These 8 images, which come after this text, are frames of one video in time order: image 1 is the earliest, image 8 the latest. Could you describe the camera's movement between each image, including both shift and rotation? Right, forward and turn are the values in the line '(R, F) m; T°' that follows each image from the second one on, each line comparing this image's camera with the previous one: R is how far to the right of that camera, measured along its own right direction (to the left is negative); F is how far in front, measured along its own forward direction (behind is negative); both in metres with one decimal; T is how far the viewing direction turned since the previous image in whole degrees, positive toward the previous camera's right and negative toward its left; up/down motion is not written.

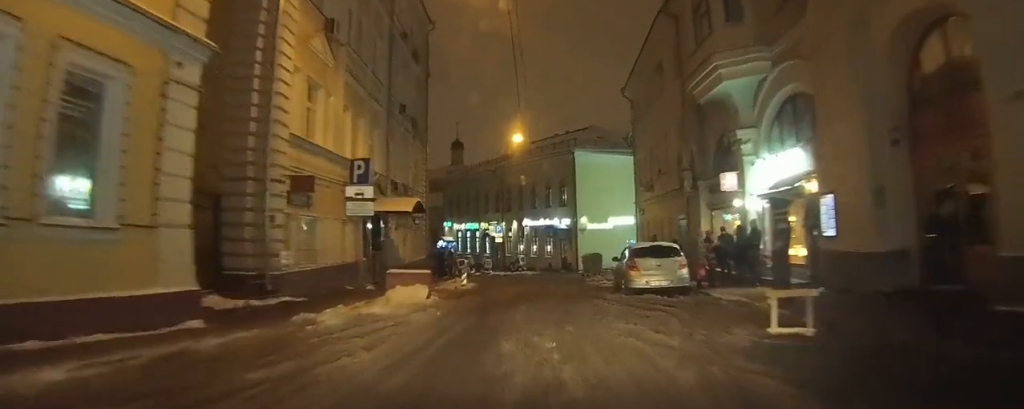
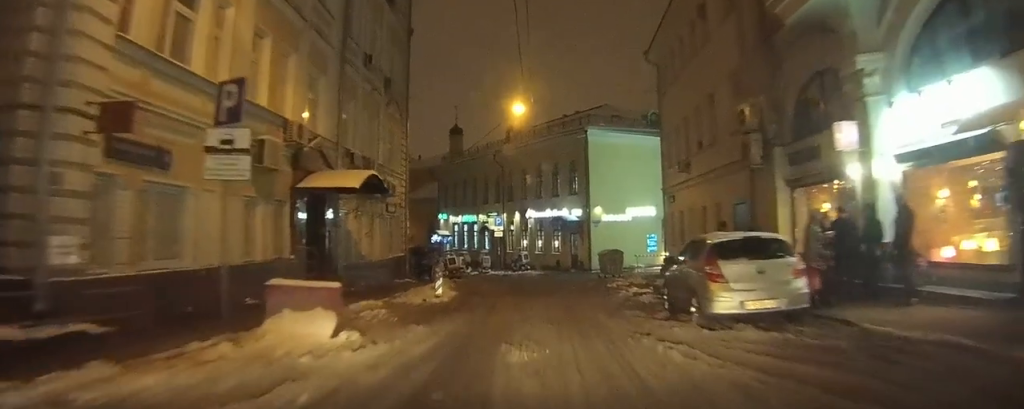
(+0.5, +11.1) m; +2°
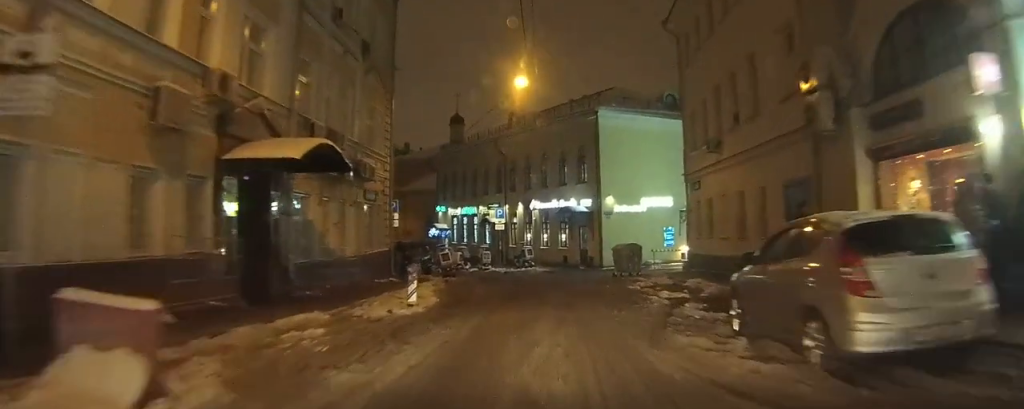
(0.0, +7.0) m; -1°
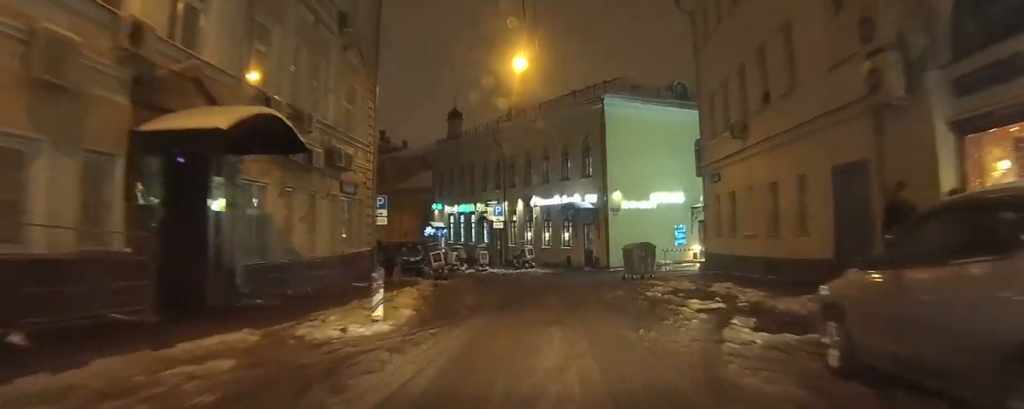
(-0.2, +4.9) m; -1°
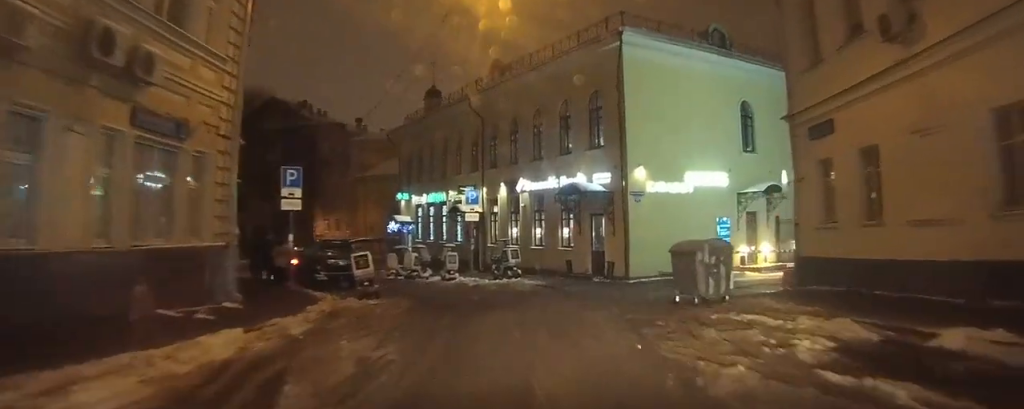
(+0.3, +15.9) m; +6°
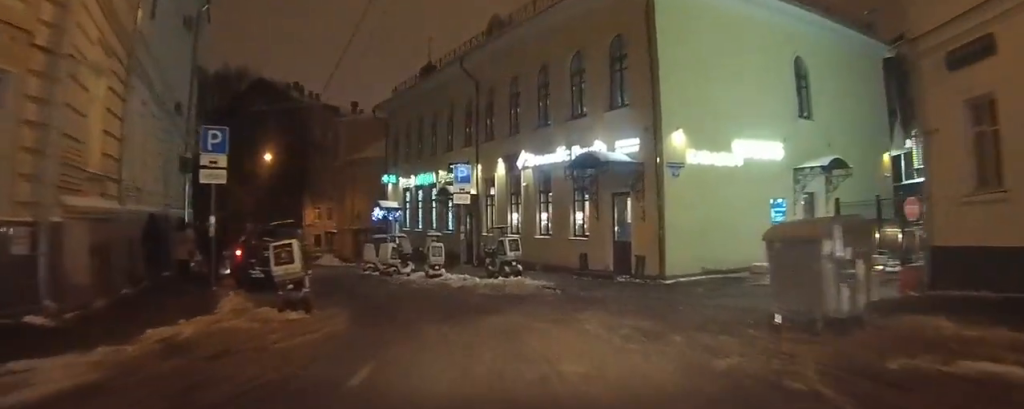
(+0.5, +6.9) m; +9°
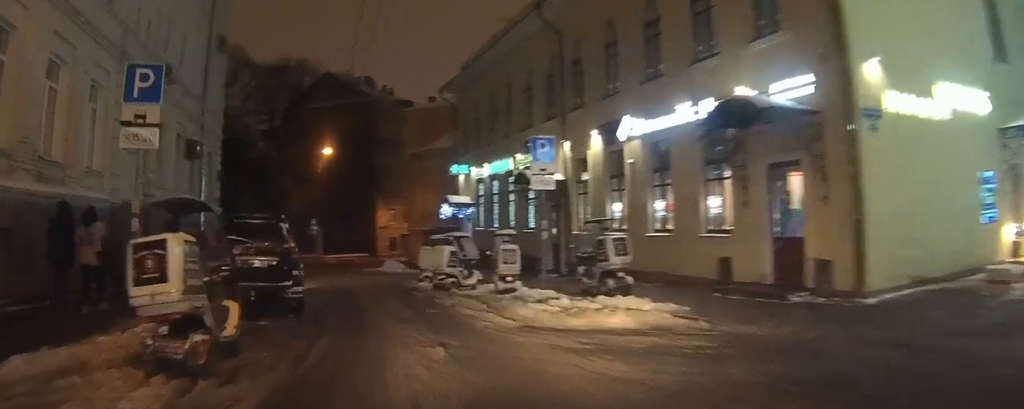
(+0.5, +6.6) m; 0°
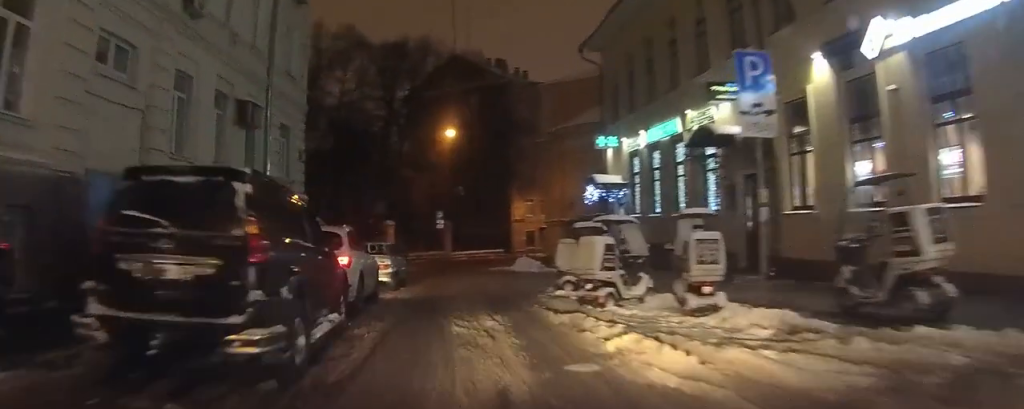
(-0.6, +5.3) m; -11°
